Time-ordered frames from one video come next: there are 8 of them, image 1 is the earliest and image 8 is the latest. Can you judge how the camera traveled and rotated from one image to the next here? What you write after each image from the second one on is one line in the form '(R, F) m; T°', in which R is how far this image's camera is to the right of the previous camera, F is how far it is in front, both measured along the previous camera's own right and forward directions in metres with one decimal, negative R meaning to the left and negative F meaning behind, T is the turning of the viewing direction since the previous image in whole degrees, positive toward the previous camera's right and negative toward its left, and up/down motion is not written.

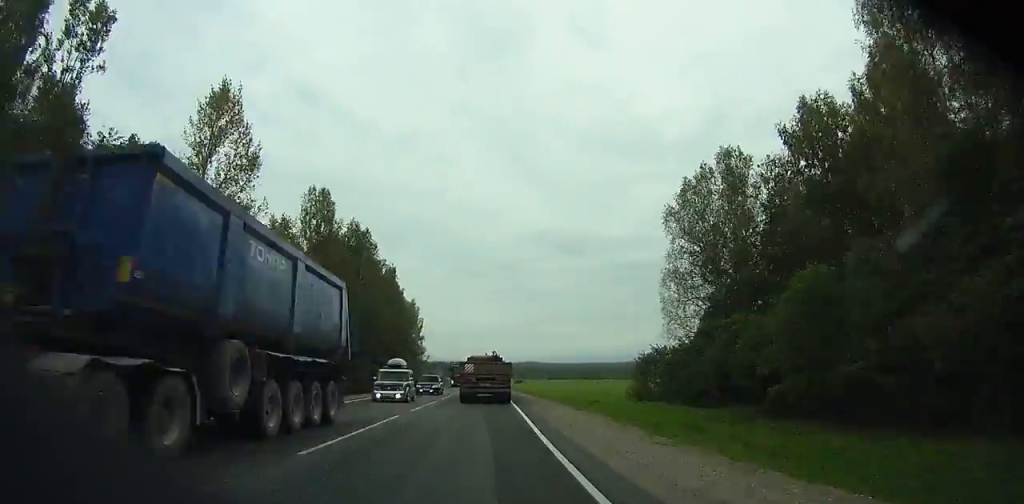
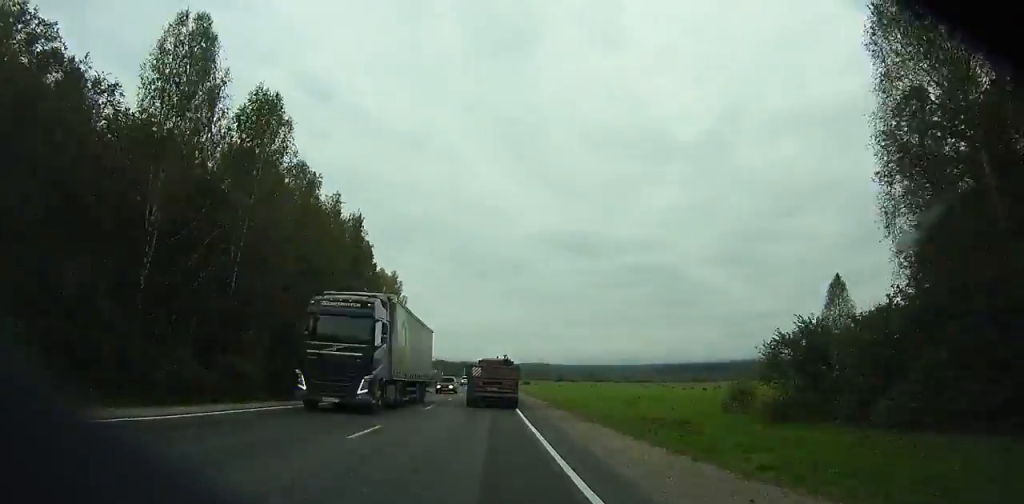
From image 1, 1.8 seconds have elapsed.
(0.0, +37.8) m; 0°
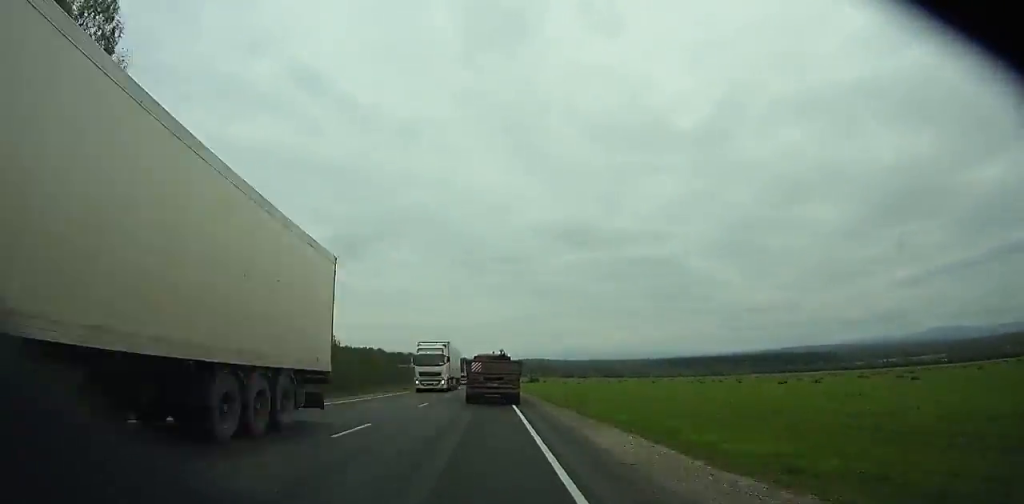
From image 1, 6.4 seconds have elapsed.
(+0.1, +95.8) m; 0°
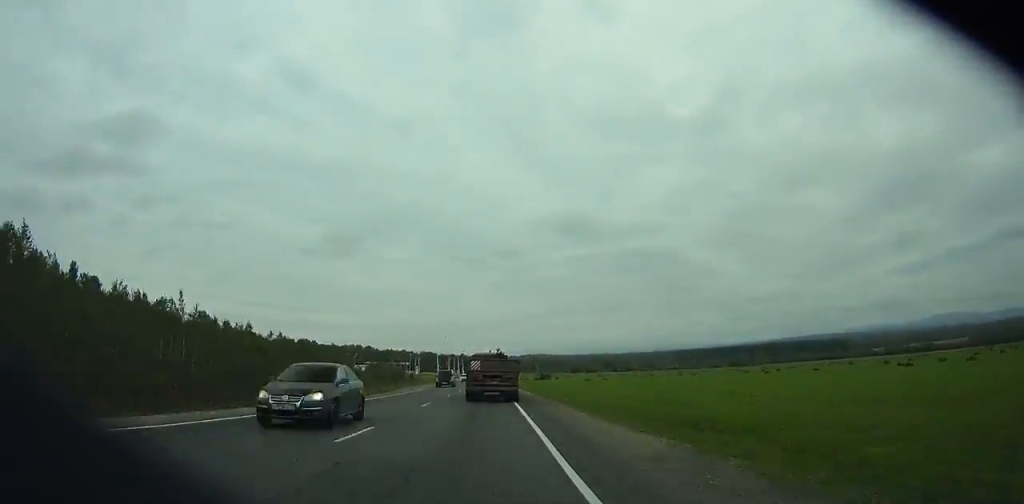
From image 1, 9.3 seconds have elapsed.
(-0.1, +59.9) m; 0°
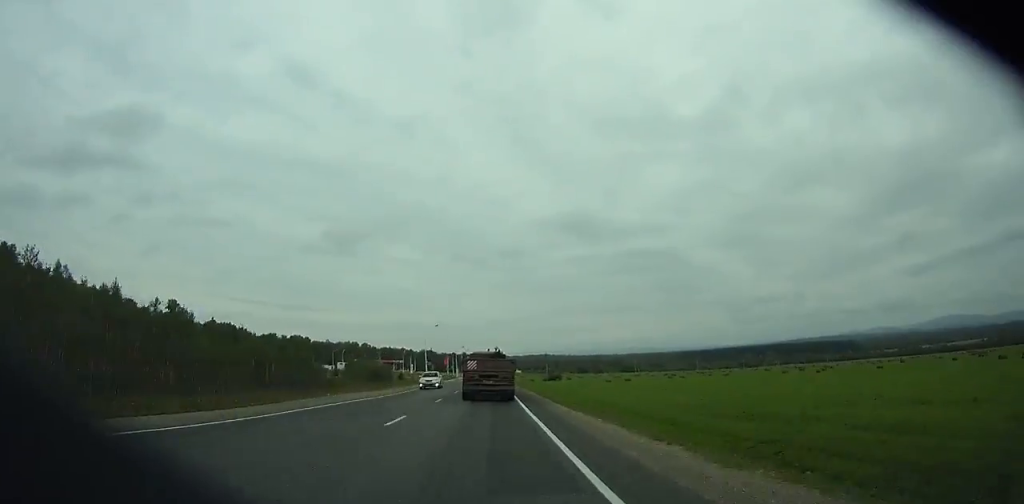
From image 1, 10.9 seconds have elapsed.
(-0.1, +32.9) m; 0°
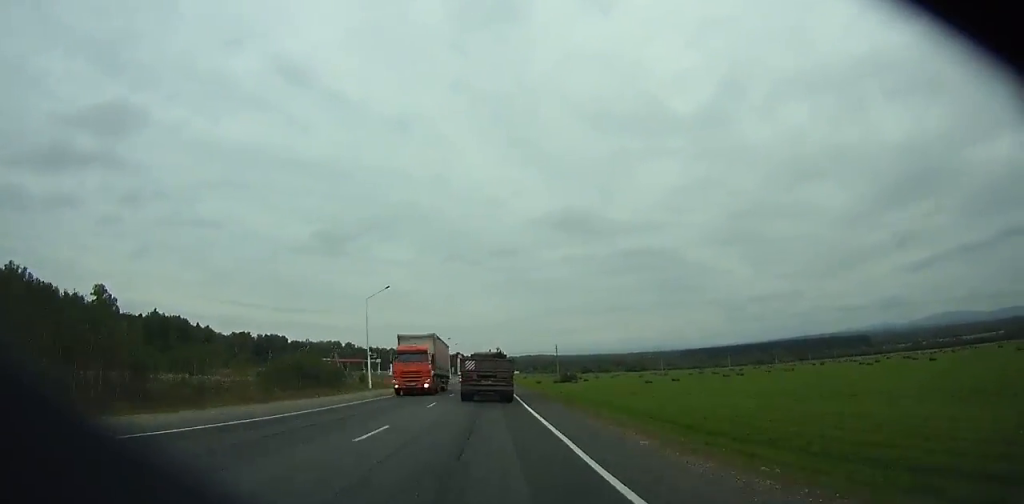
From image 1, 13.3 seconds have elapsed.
(-0.1, +49.3) m; 0°
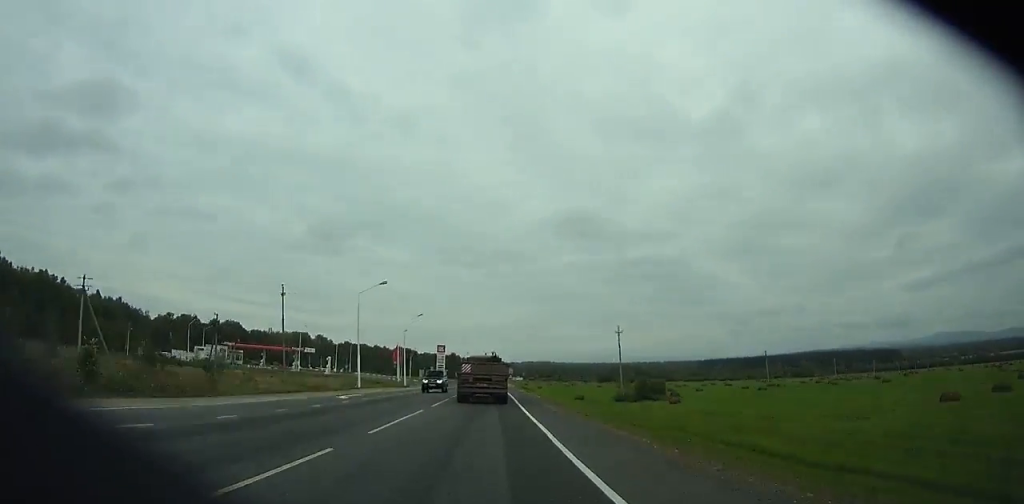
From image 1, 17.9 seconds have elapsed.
(+0.5, +93.9) m; 0°
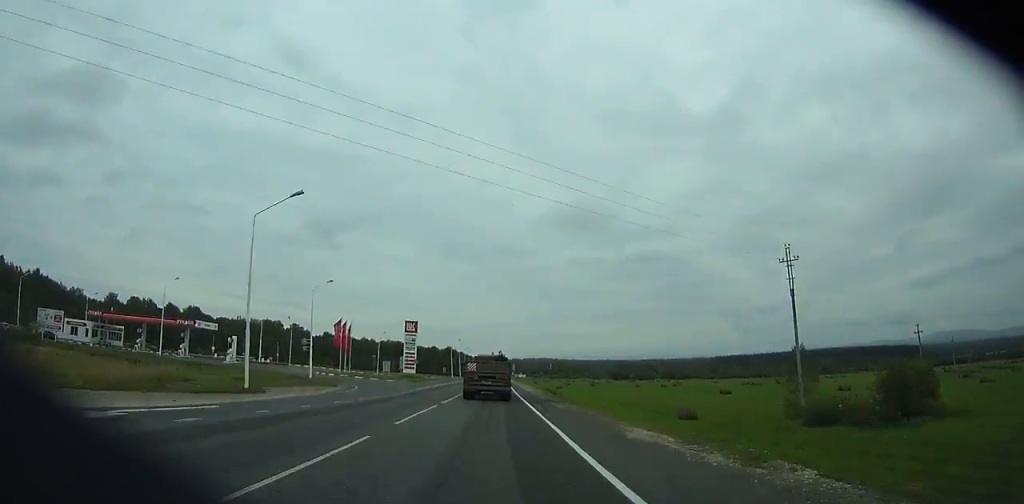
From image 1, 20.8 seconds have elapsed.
(0.0, +58.8) m; 0°
